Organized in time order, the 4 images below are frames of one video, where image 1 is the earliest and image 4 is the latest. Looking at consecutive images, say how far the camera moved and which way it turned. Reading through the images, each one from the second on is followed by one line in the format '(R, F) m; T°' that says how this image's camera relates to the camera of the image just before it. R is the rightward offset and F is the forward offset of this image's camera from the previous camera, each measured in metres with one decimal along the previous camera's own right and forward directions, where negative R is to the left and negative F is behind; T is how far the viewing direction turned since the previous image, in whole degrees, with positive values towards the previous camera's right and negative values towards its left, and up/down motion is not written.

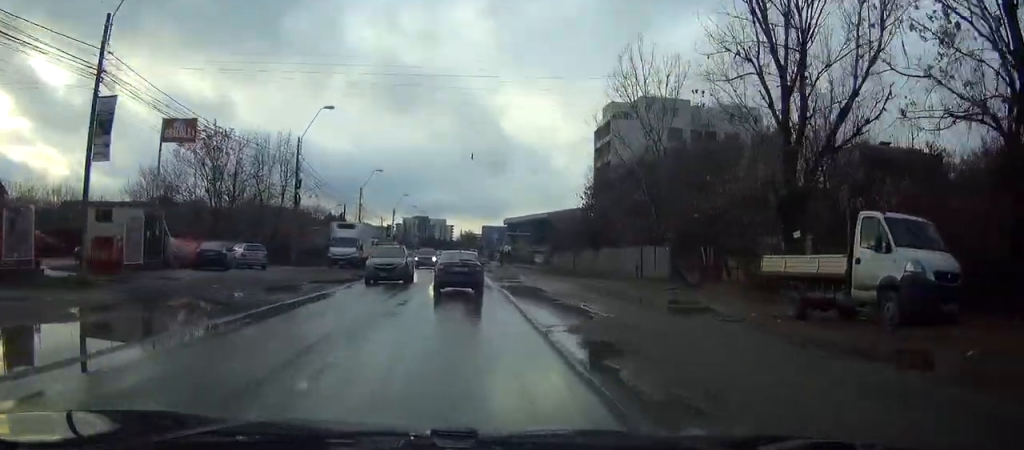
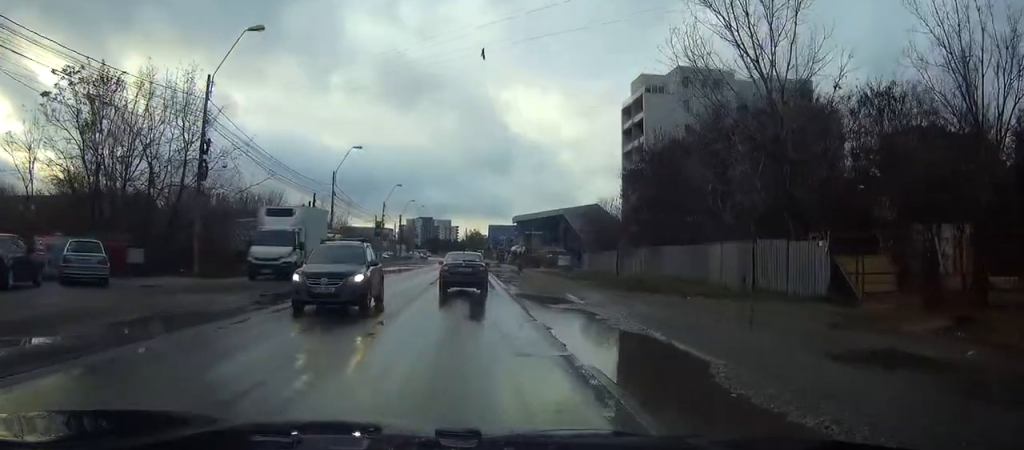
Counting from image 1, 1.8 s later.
(-0.3, +18.5) m; -2°
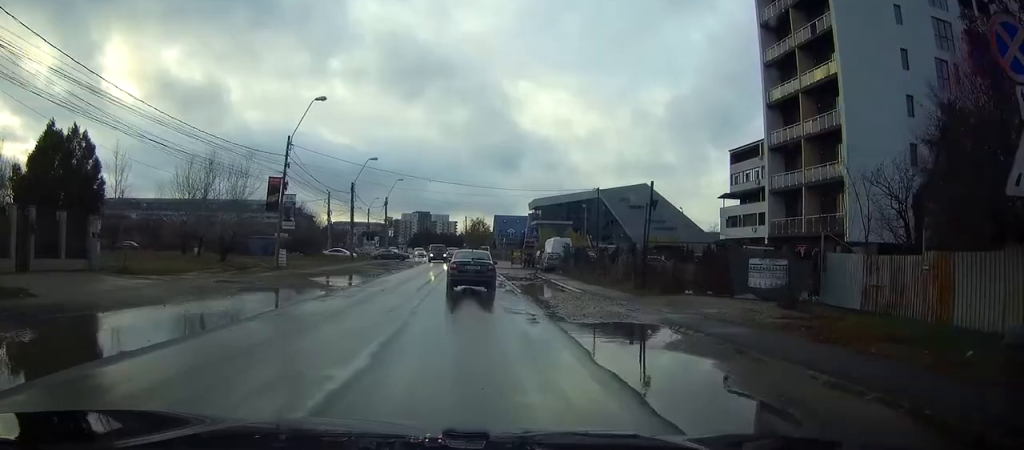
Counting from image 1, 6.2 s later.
(-0.4, +49.3) m; 0°
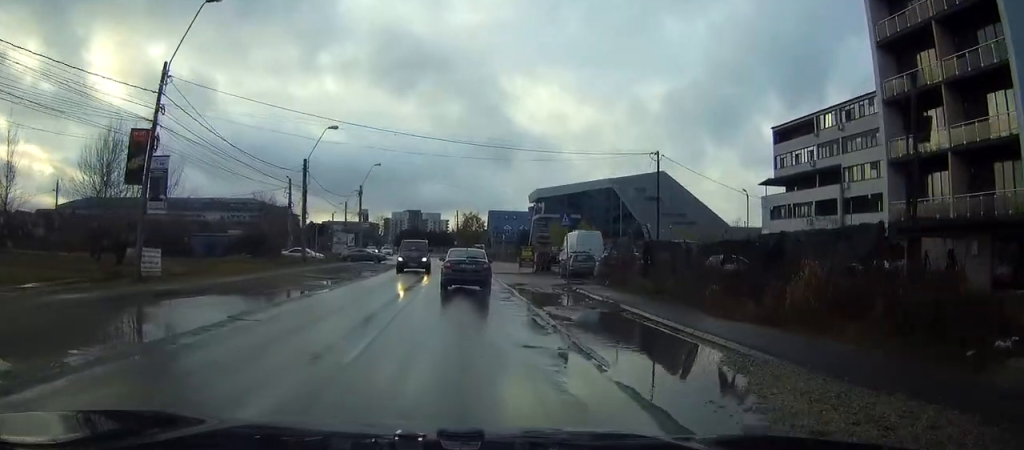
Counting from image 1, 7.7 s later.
(+0.1, +17.5) m; +1°
